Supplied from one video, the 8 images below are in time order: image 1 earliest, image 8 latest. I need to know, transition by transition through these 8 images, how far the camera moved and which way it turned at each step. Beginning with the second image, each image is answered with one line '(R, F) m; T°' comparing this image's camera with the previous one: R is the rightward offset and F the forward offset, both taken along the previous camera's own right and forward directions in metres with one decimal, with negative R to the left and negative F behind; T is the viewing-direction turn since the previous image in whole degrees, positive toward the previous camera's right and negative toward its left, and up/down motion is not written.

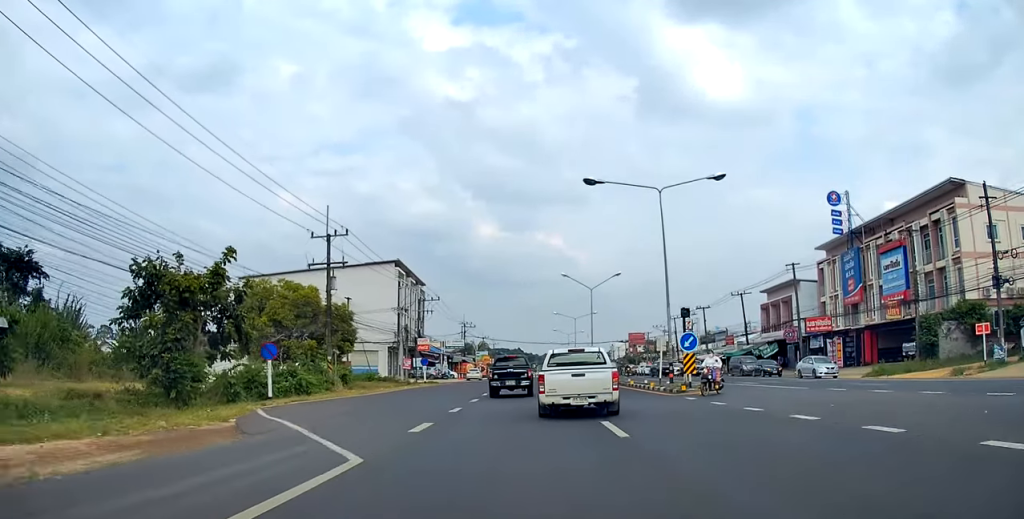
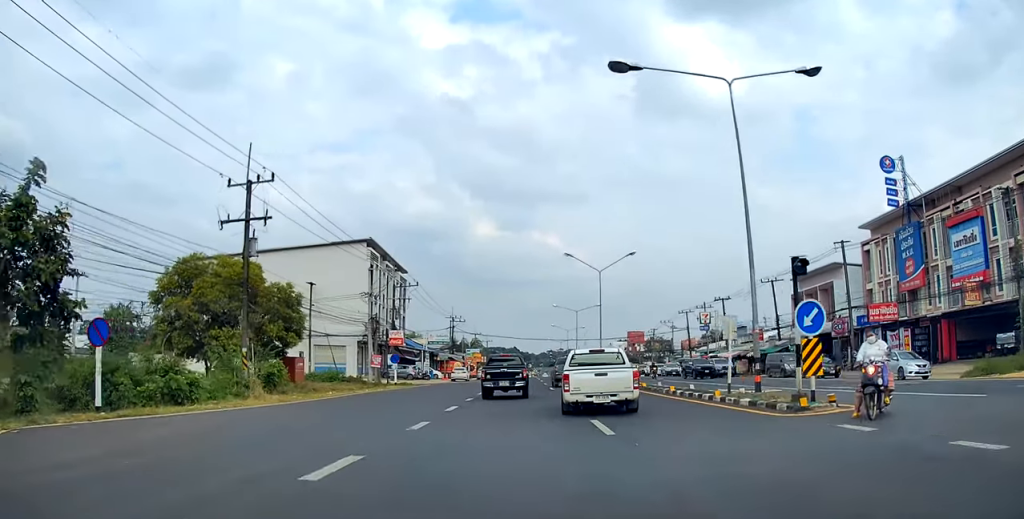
(+0.1, +10.8) m; 0°
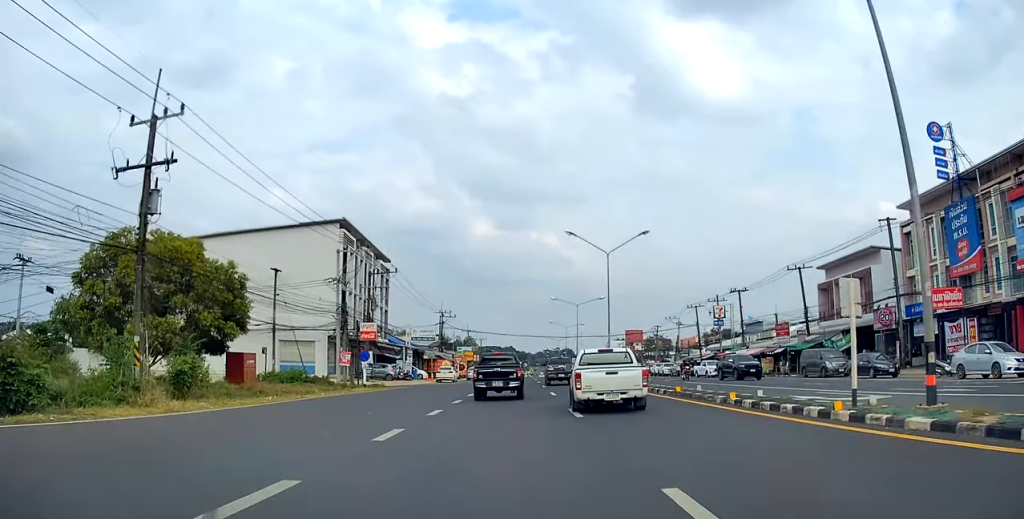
(-0.1, +7.8) m; 0°
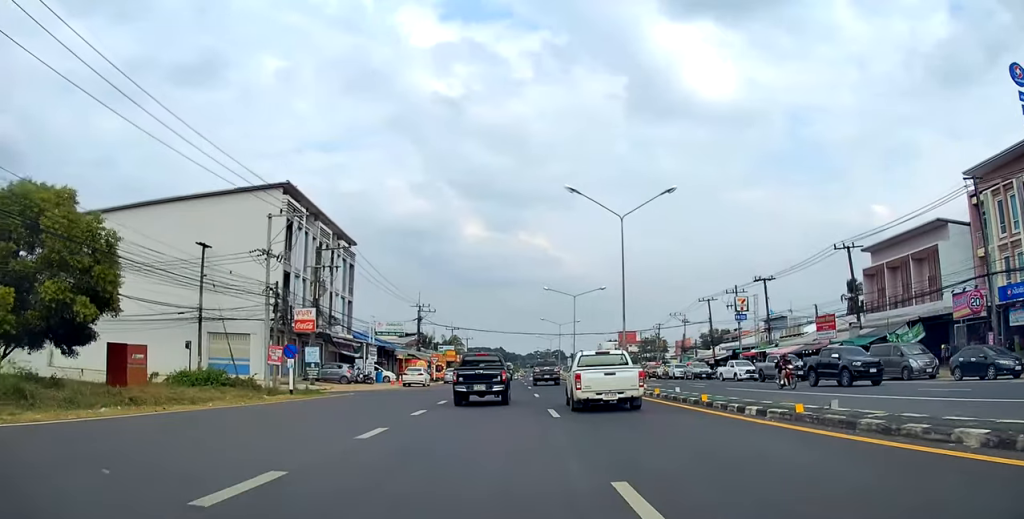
(0.0, +11.2) m; 0°
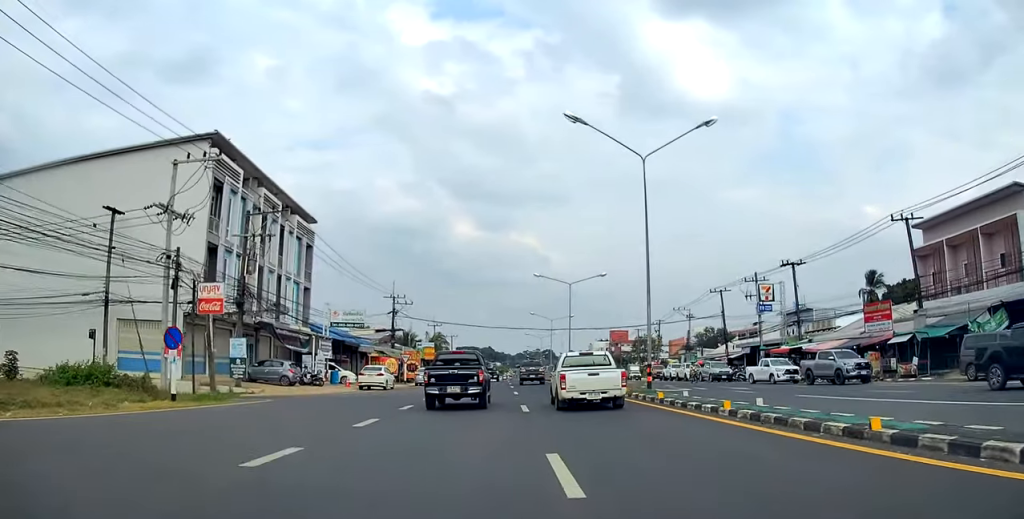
(0.0, +9.2) m; +1°
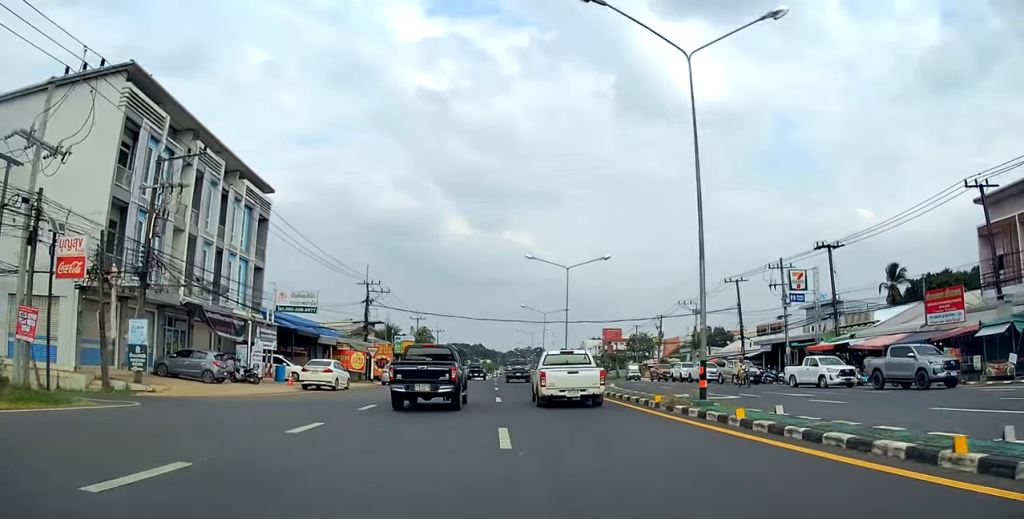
(-0.1, +8.5) m; +2°
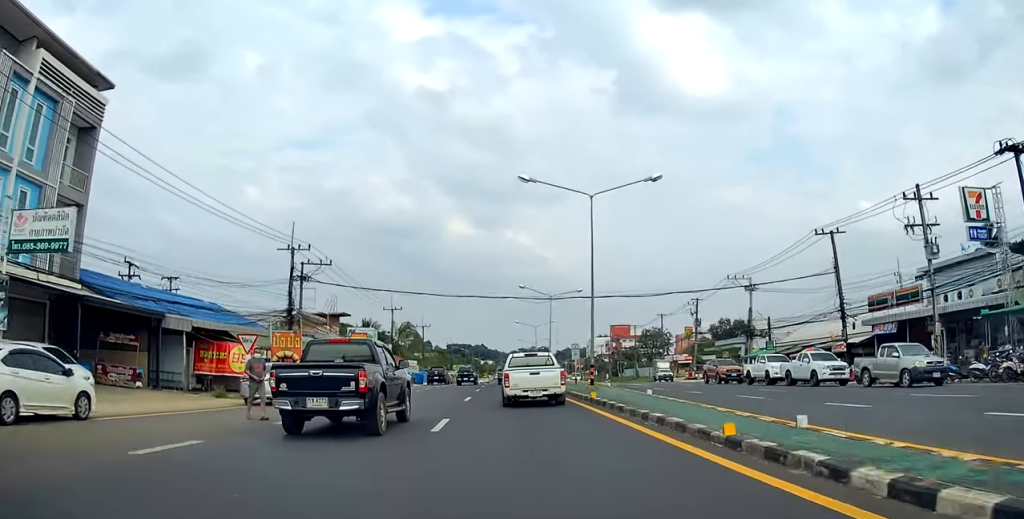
(+0.7, +19.3) m; +1°
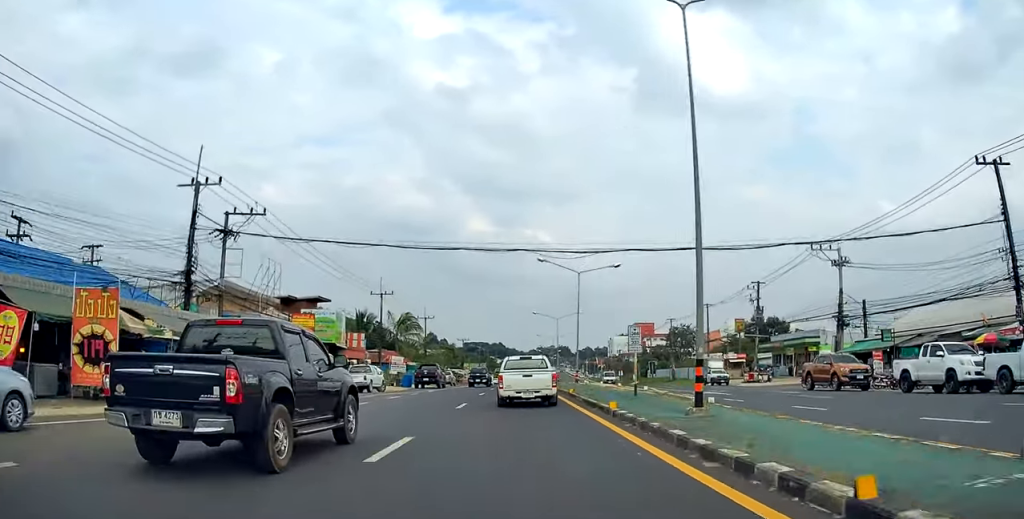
(-0.3, +15.6) m; -2°
